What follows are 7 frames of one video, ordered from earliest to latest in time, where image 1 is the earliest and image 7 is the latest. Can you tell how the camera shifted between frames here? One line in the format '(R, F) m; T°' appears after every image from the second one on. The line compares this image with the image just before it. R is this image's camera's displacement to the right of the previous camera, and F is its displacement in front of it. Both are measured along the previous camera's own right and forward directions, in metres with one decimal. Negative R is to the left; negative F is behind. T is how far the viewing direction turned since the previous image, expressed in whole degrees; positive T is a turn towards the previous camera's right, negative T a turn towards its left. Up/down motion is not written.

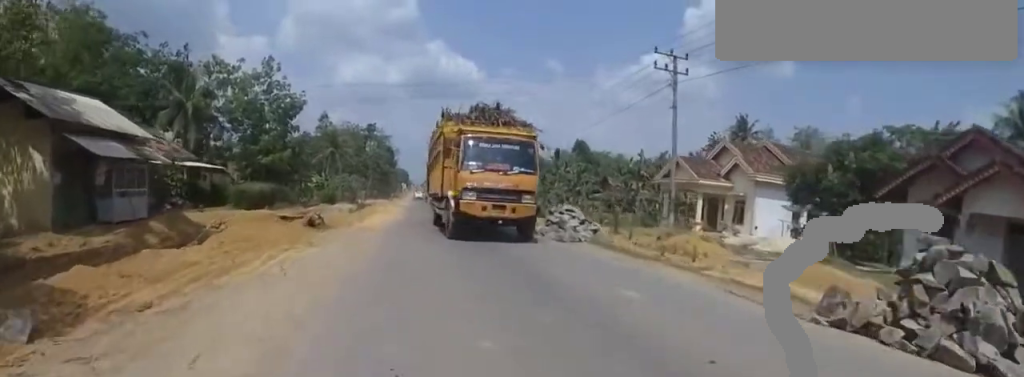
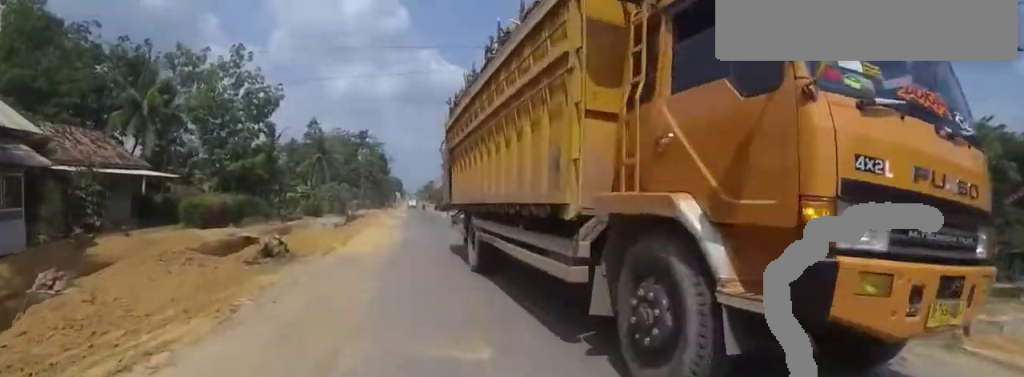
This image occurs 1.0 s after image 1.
(0.0, +5.4) m; 0°
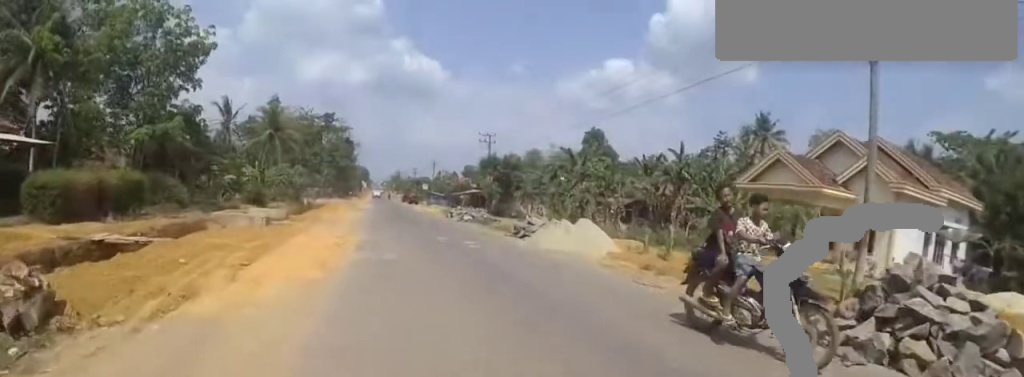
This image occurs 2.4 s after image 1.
(0.0, +7.3) m; 0°
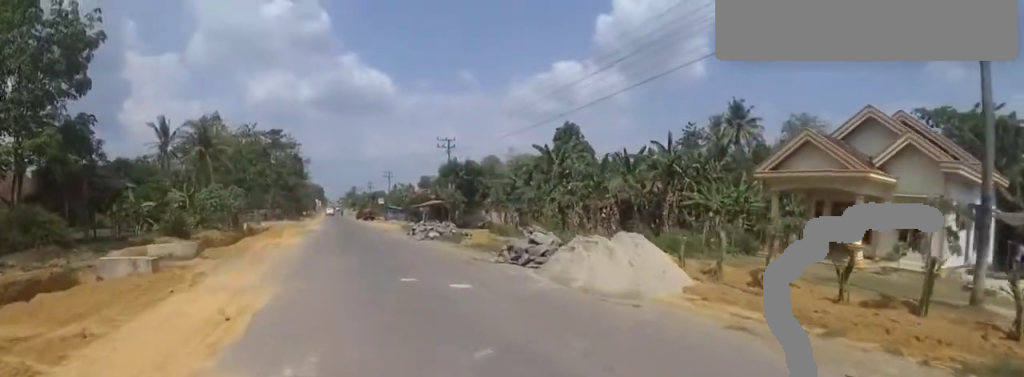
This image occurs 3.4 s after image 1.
(0.0, +5.2) m; 0°
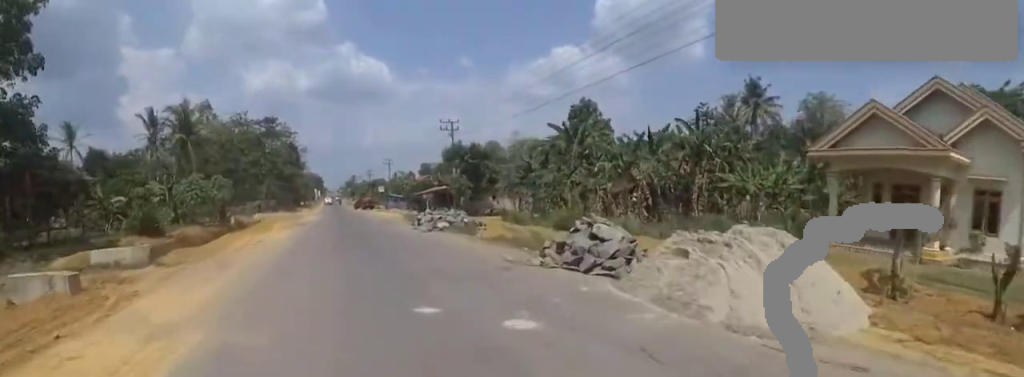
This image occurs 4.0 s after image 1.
(0.0, +3.5) m; 0°
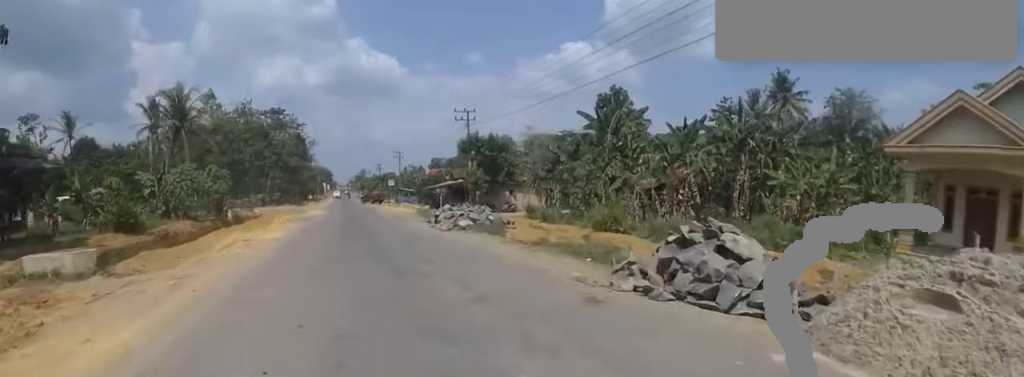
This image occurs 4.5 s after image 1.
(0.0, +3.0) m; 0°
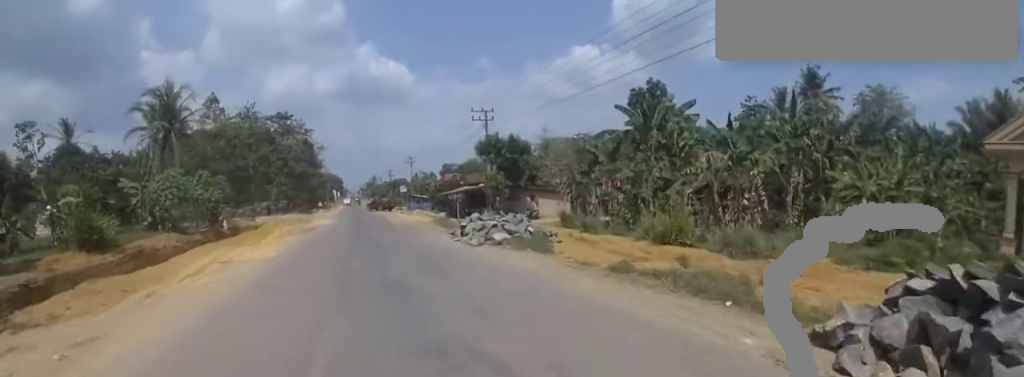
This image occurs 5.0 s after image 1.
(0.0, +3.3) m; 0°
